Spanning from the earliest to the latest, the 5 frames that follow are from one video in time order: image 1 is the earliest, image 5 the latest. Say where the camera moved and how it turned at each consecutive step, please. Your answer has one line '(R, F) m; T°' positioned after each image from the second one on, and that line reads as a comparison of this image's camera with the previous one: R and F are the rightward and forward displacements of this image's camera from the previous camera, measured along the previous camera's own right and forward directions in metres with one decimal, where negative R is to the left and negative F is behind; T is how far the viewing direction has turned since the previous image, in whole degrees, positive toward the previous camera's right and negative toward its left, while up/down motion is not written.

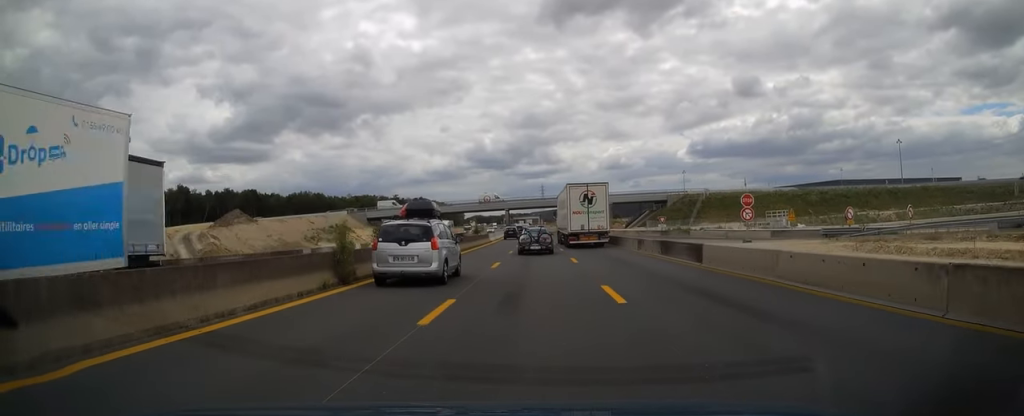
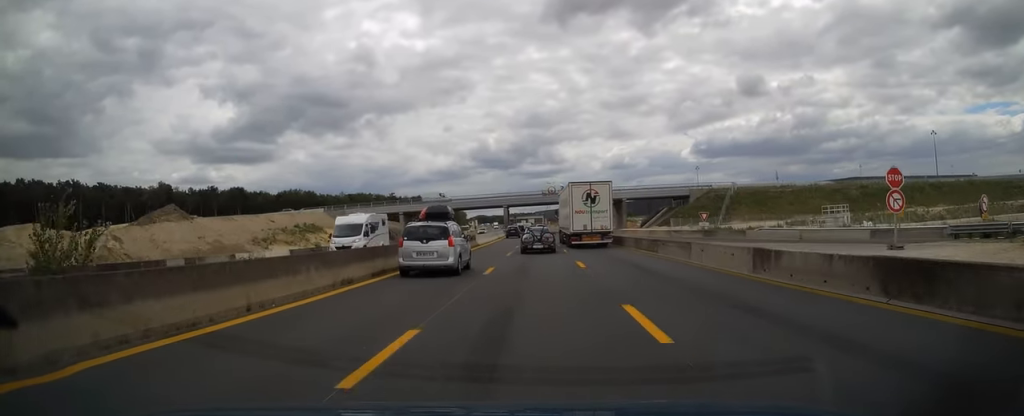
(0.0, +16.5) m; 0°
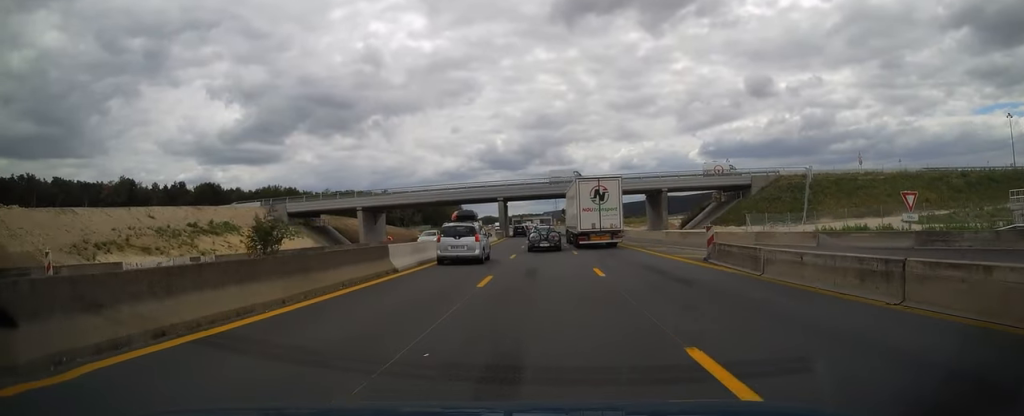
(-0.1, +29.9) m; 0°
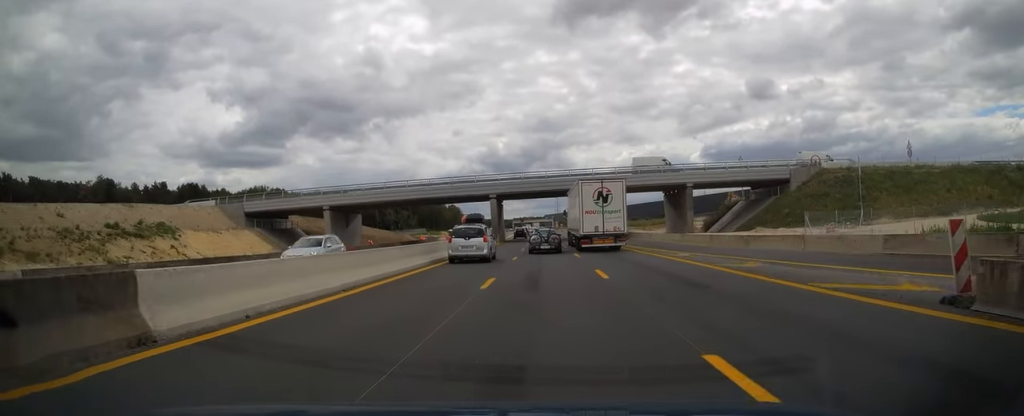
(0.0, +13.1) m; 0°
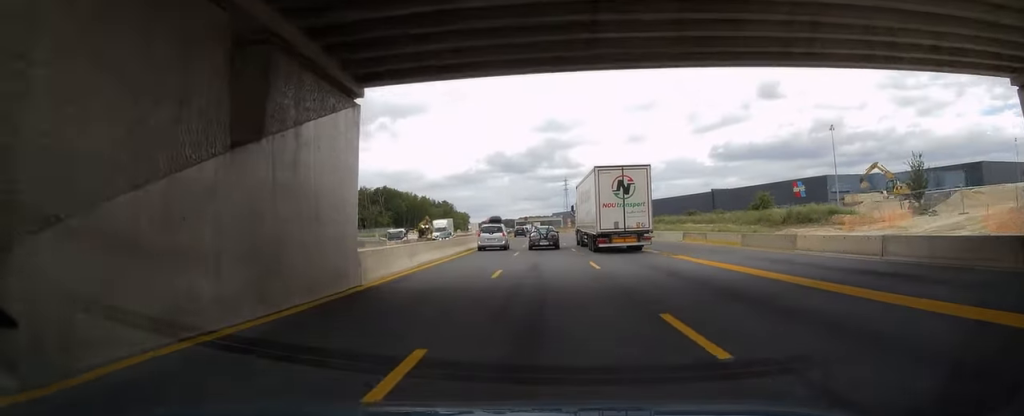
(-0.4, +62.8) m; -1°
